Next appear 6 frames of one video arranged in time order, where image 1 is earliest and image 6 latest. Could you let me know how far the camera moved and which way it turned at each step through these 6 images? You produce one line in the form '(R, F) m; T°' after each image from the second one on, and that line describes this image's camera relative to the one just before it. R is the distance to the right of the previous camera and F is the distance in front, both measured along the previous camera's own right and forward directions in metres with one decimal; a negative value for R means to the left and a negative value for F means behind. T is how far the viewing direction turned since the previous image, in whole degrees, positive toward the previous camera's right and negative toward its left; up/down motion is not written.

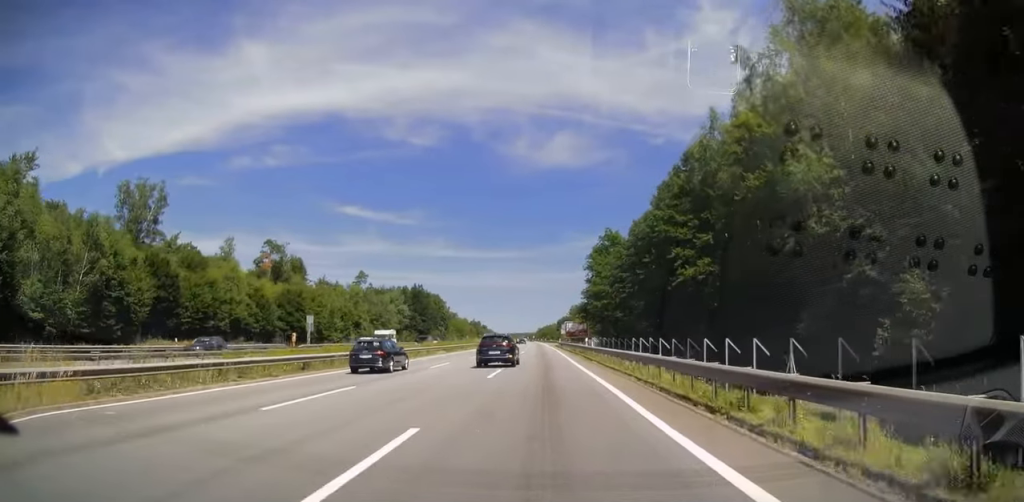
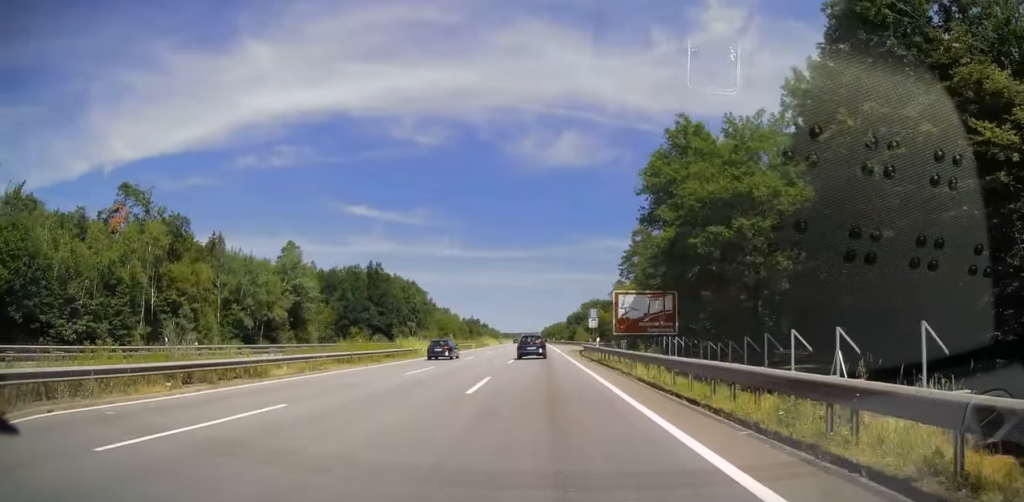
(-0.3, +59.8) m; 0°
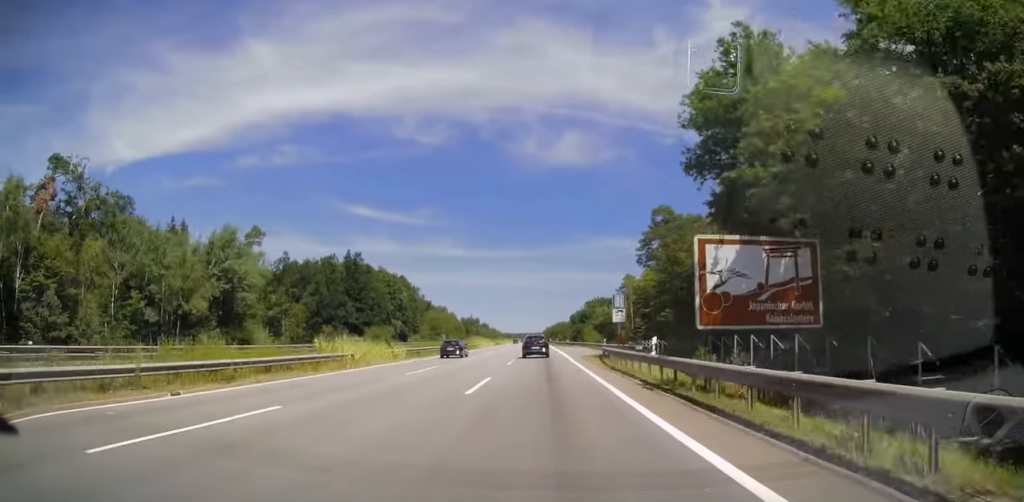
(0.0, +18.3) m; 0°
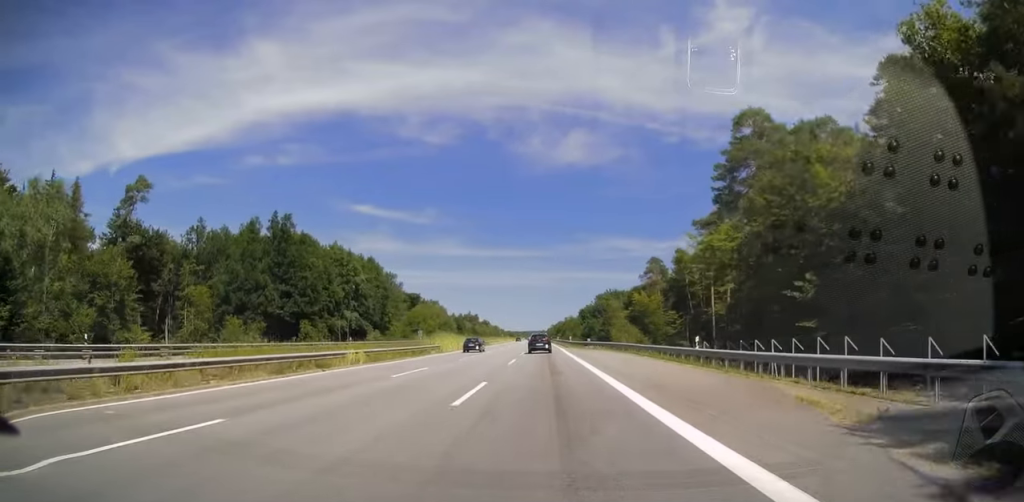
(-0.1, +39.0) m; -1°
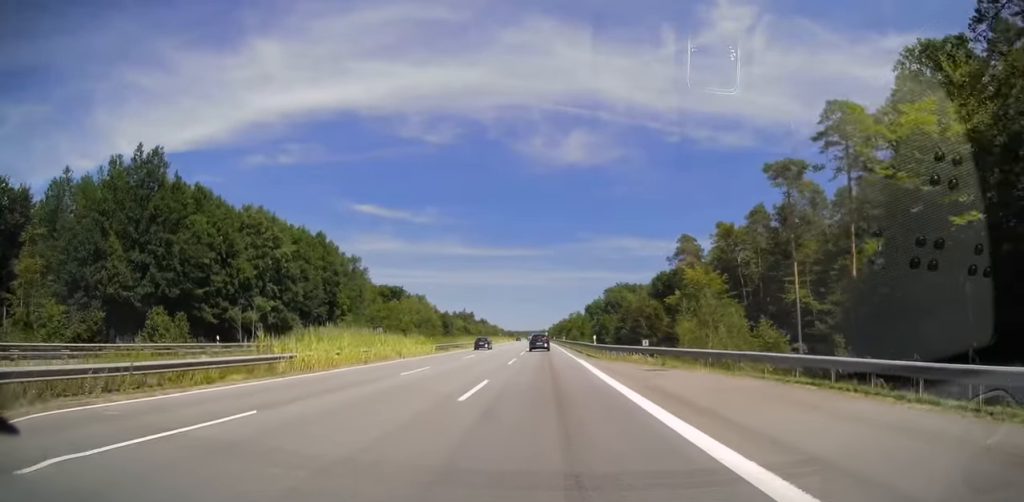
(-0.3, +35.1) m; 0°
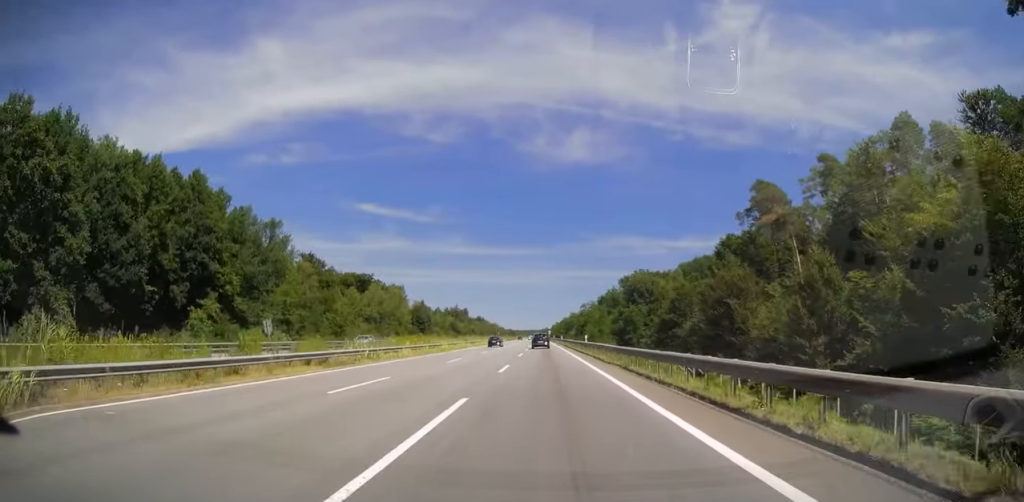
(+0.1, +44.5) m; 0°
